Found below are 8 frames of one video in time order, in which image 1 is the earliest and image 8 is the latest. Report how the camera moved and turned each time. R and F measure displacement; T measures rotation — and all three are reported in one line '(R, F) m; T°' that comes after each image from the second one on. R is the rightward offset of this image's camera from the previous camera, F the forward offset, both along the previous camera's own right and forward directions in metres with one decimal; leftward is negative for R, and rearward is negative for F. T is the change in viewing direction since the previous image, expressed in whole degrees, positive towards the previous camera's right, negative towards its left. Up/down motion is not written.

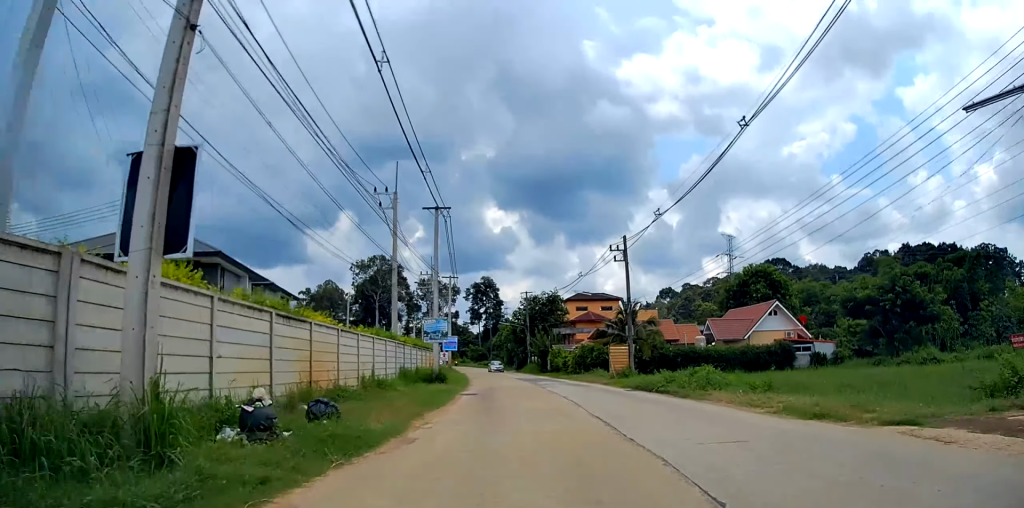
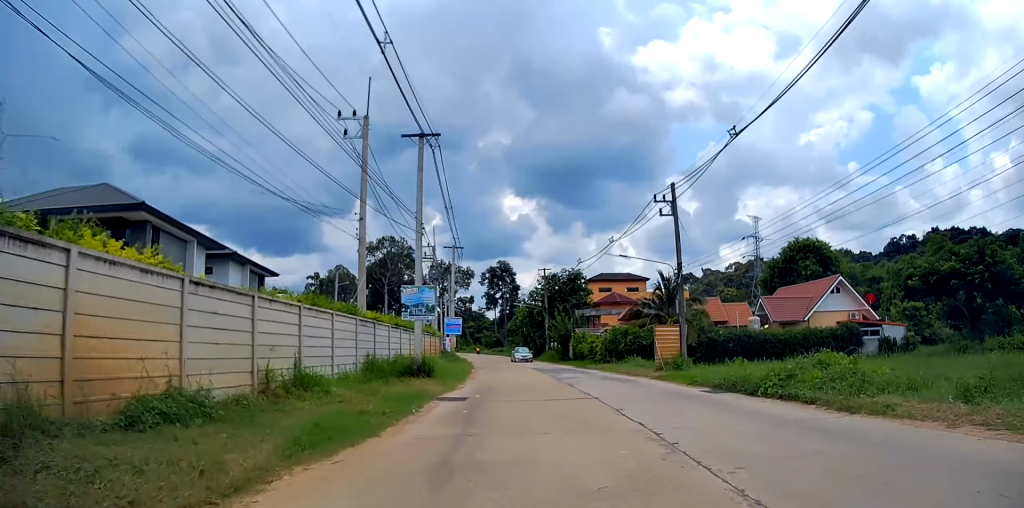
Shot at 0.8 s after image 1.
(0.0, +9.5) m; 0°
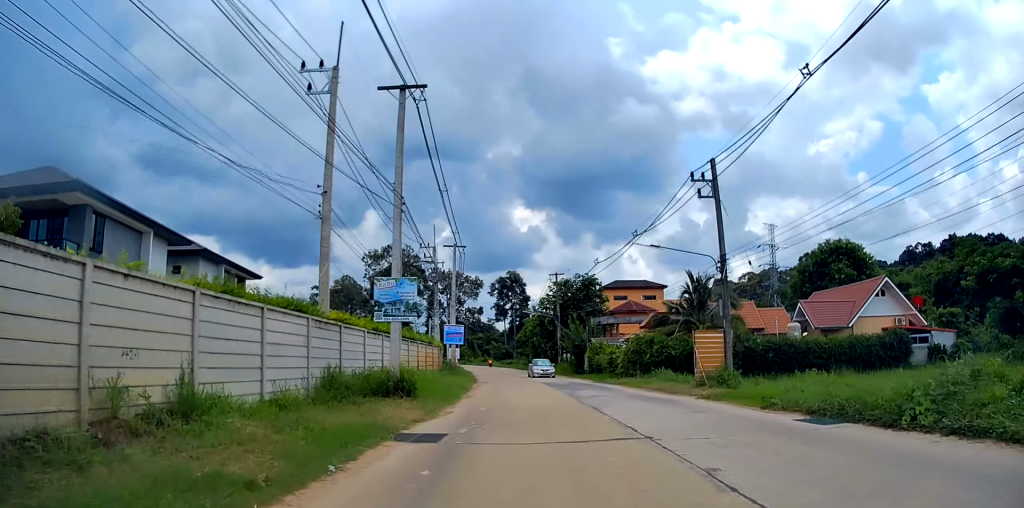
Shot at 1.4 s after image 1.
(0.0, +6.2) m; 0°
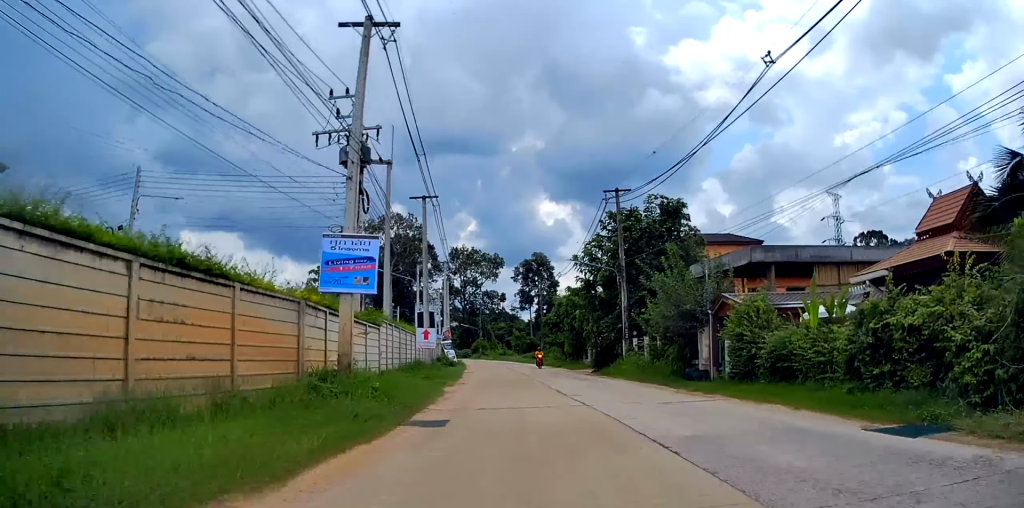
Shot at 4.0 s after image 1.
(-1.7, +30.5) m; -4°
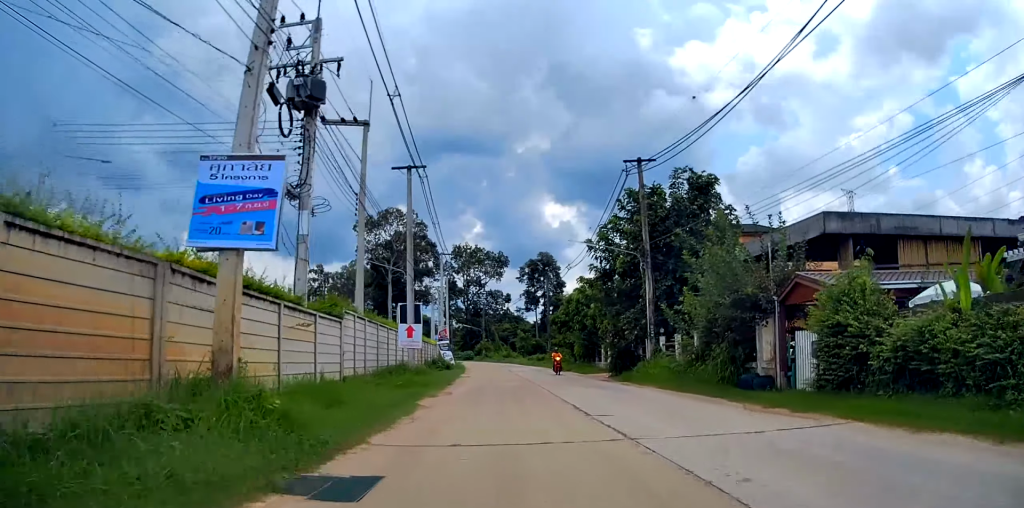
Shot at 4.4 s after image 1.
(+0.4, +5.5) m; 0°
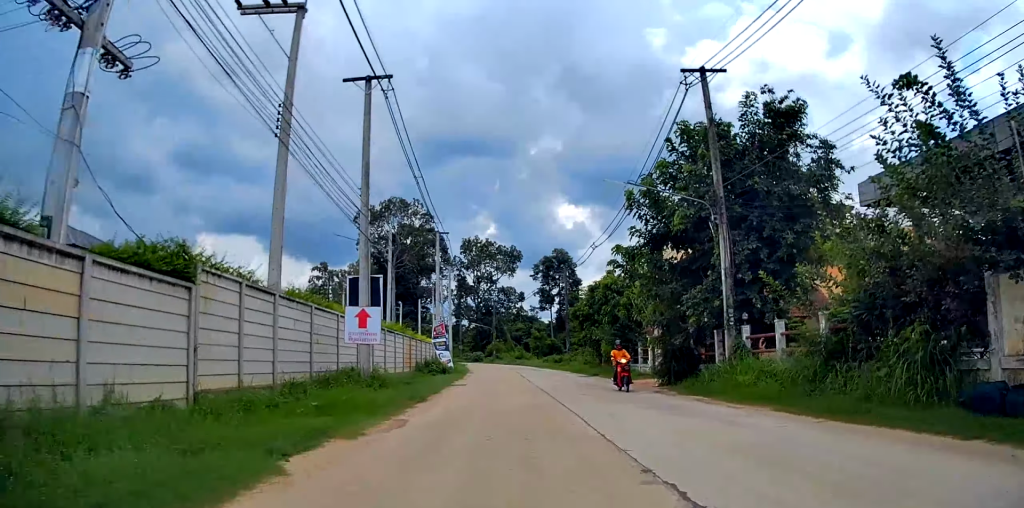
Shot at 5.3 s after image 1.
(+0.2, +9.8) m; -1°
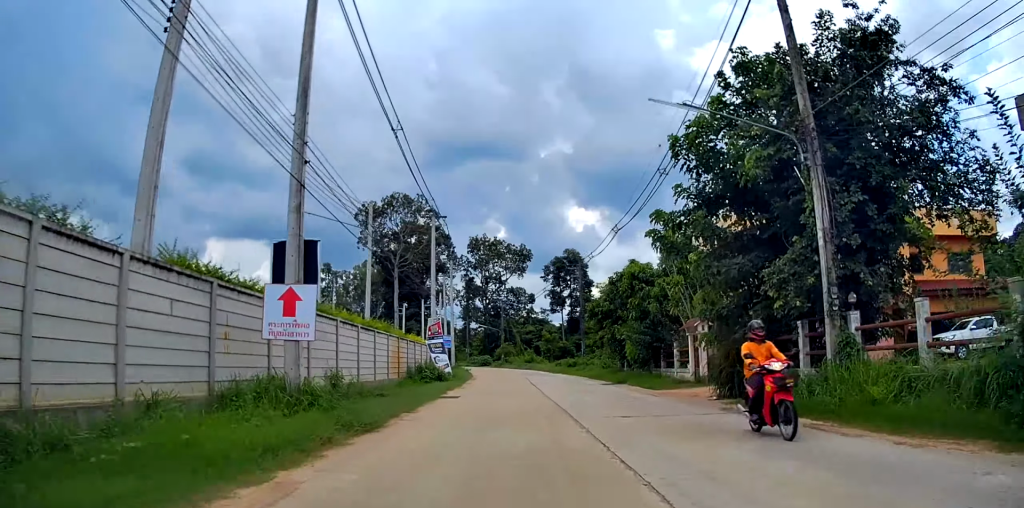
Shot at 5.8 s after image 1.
(-0.3, +6.5) m; -2°
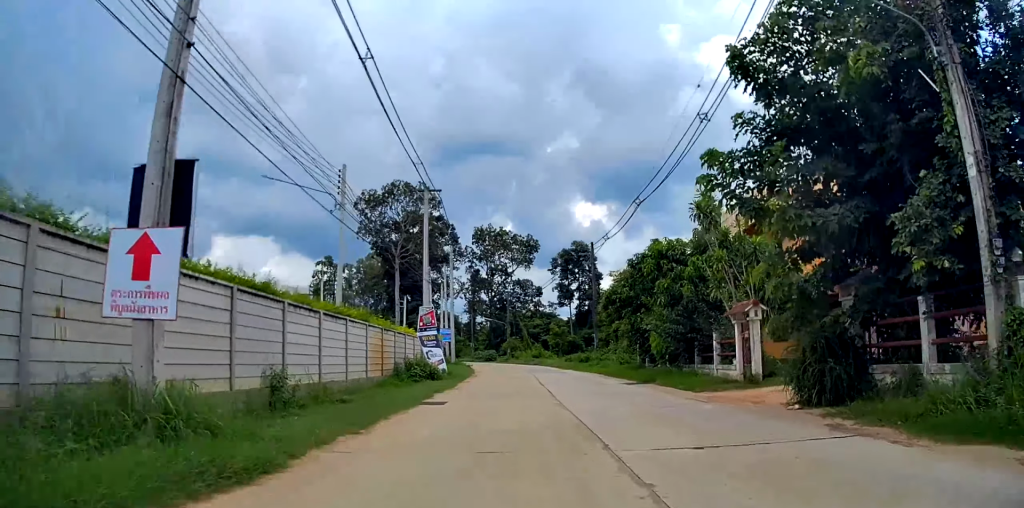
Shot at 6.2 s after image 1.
(-0.1, +5.1) m; -1°
